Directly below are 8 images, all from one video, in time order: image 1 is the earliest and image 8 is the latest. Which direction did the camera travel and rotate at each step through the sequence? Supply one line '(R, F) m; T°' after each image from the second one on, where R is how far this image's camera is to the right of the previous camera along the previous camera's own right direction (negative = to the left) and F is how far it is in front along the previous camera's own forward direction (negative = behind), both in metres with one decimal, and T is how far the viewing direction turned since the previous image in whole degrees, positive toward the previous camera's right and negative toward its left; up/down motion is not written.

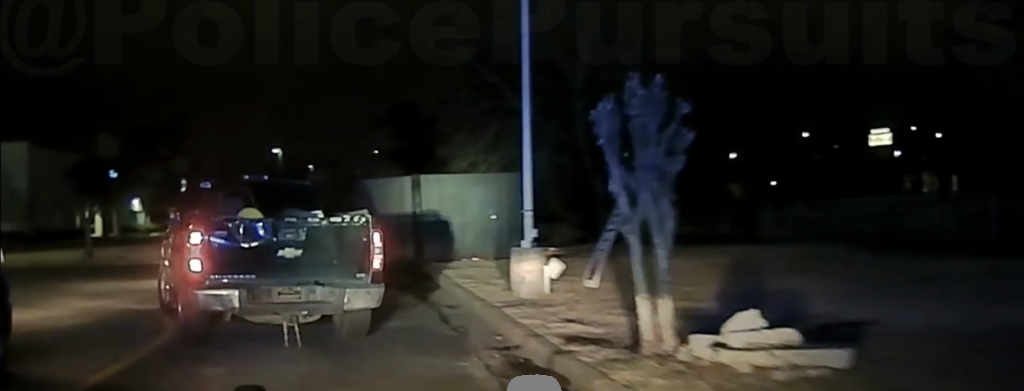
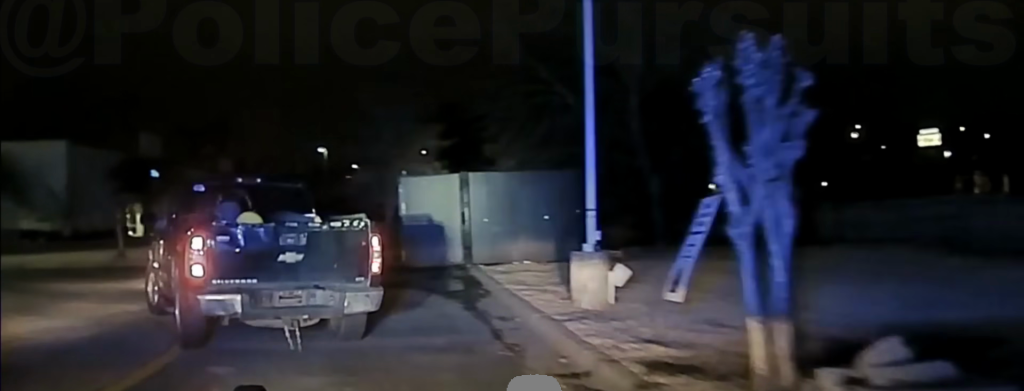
(-0.3, +1.6) m; -5°
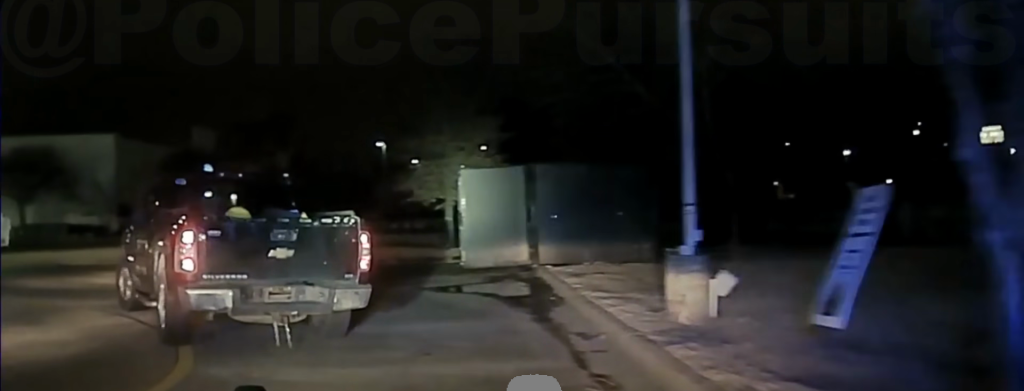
(-0.3, +1.9) m; -6°
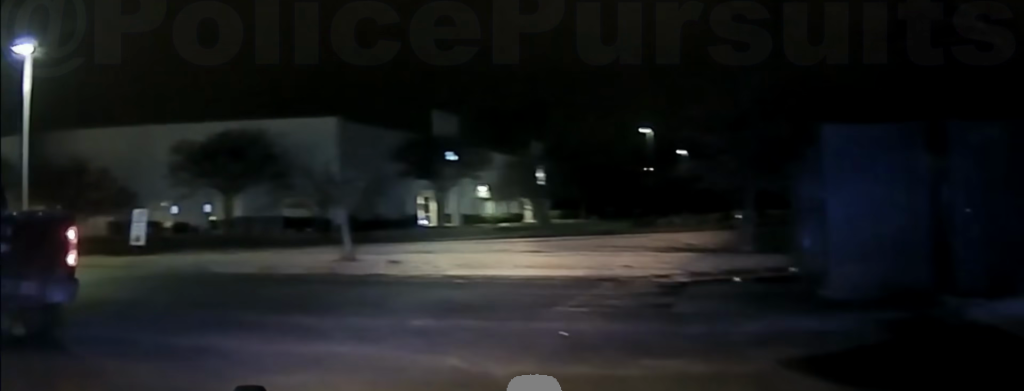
(-1.0, +9.7) m; -16°
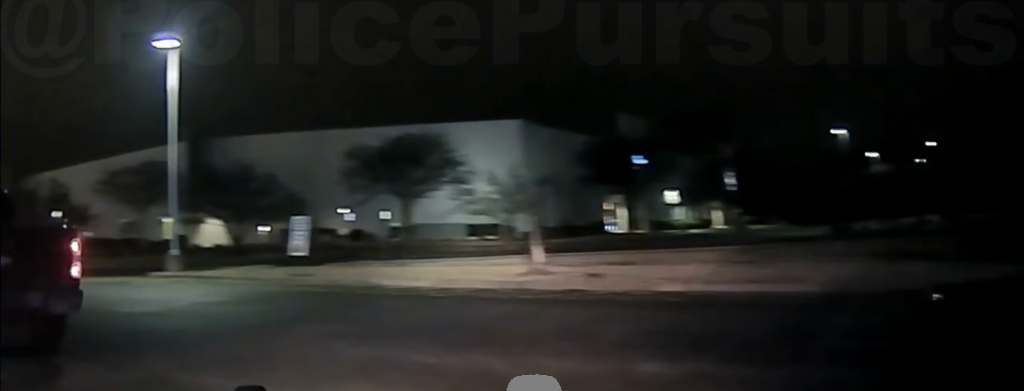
(-0.2, +2.6) m; -10°
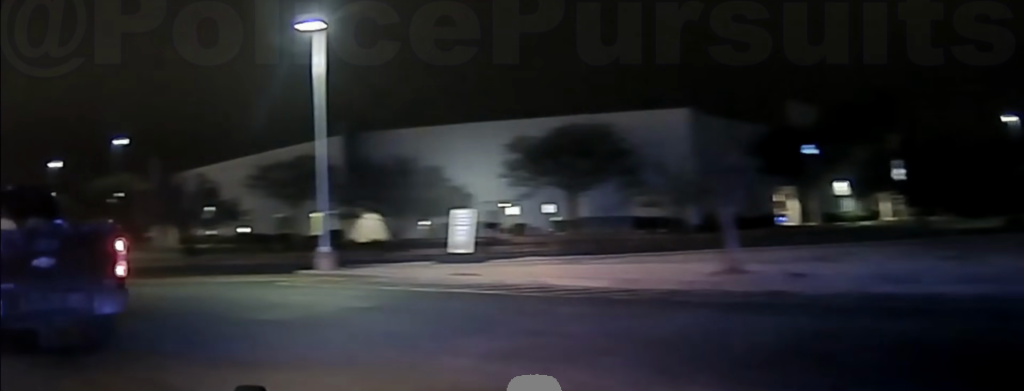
(-0.1, +1.8) m; -8°
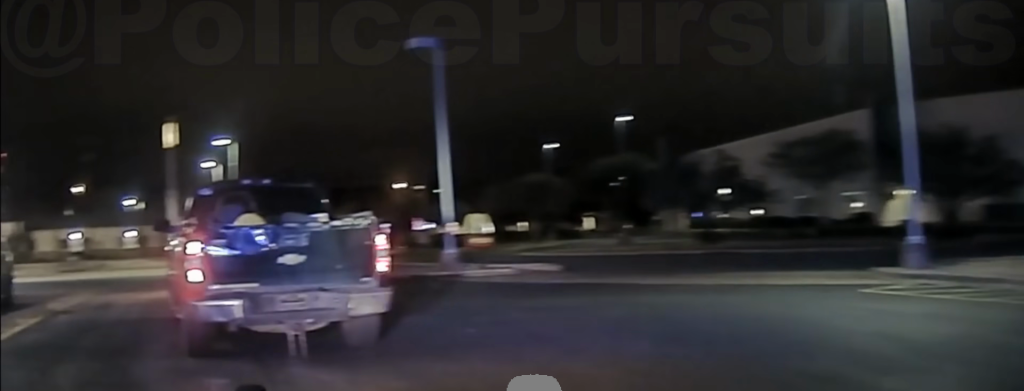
(-1.4, +5.5) m; -29°
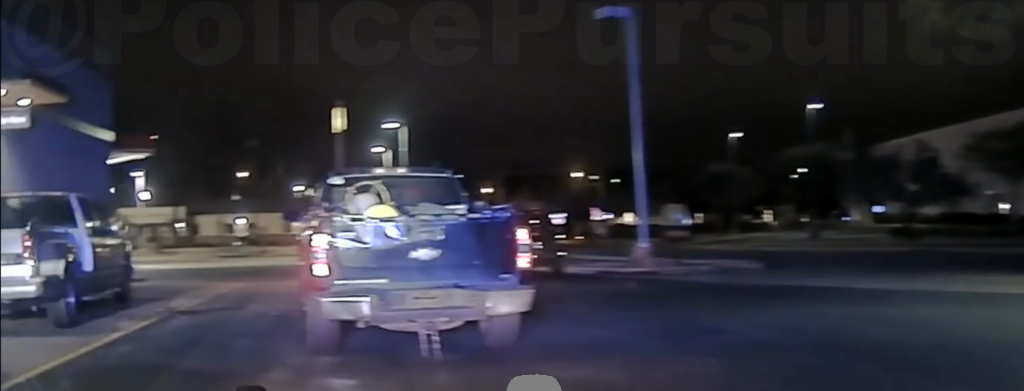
(-0.2, +2.5) m; -13°
